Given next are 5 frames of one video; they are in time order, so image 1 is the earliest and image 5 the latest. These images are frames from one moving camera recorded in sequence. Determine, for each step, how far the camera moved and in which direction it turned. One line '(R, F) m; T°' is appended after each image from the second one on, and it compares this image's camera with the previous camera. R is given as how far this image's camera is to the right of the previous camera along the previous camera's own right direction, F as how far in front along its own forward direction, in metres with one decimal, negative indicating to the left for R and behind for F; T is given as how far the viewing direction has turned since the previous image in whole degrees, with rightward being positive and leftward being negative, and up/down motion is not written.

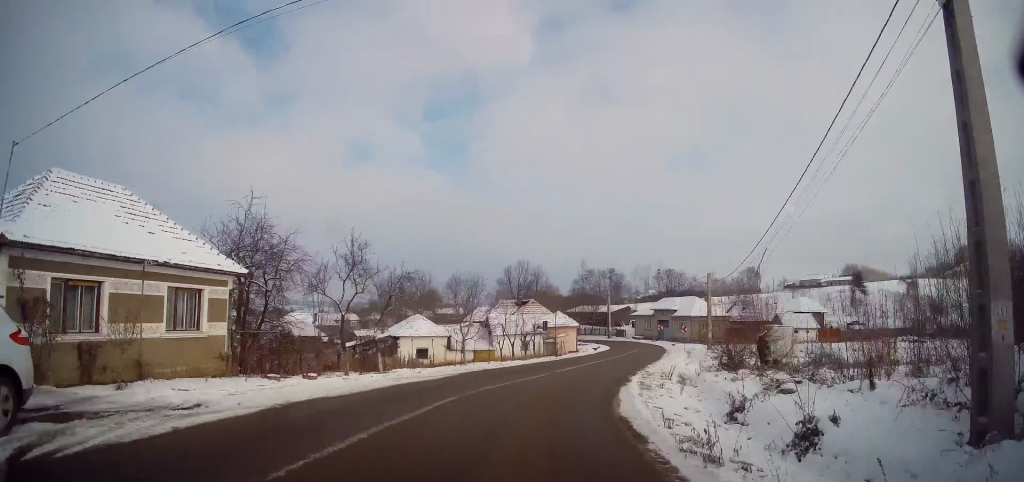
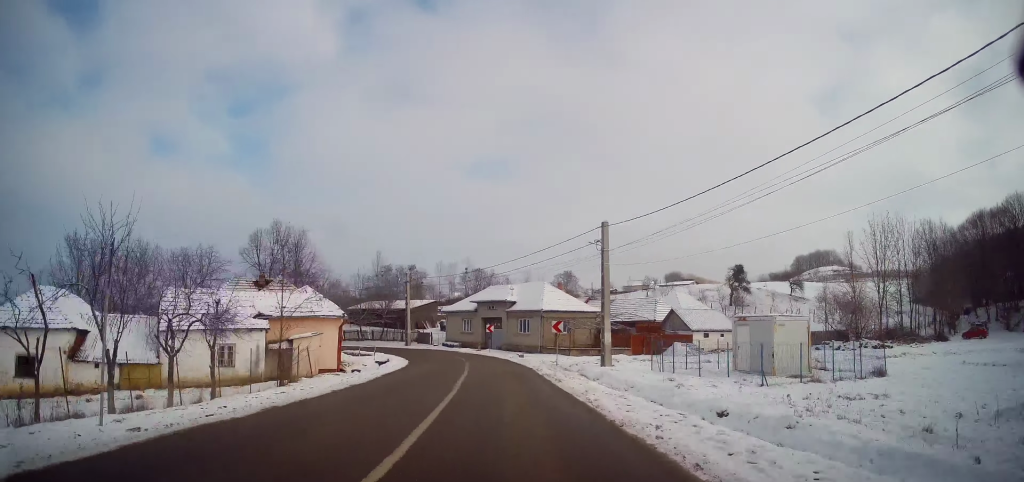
(+5.7, +28.9) m; +20°
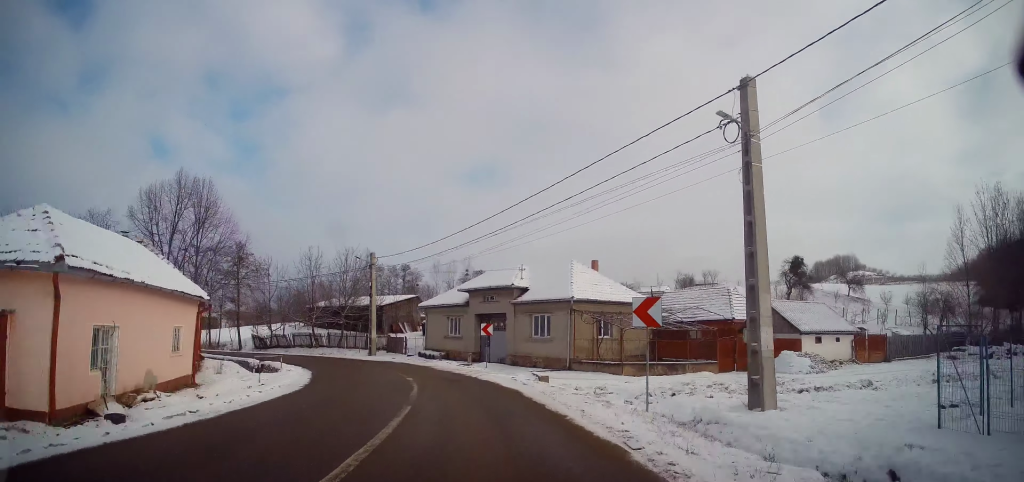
(+1.1, +18.0) m; +1°
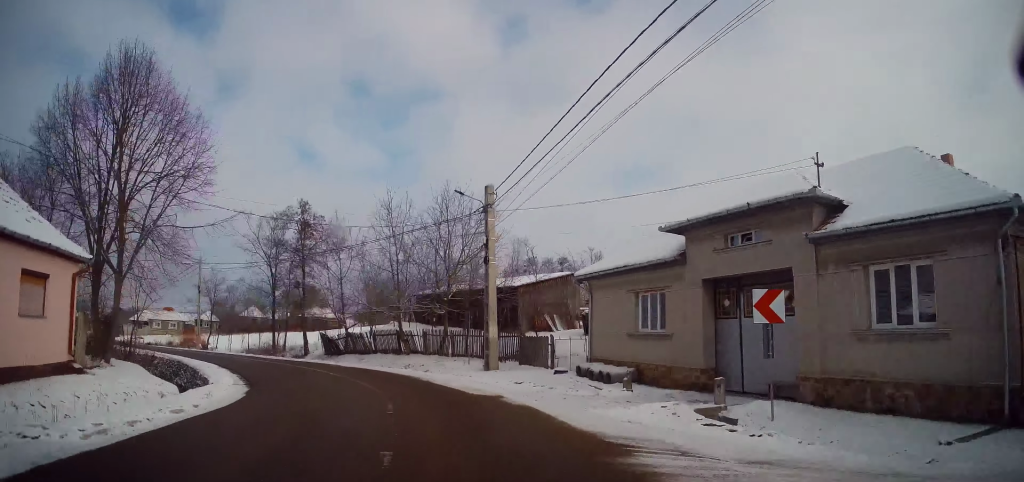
(-1.5, +20.6) m; -14°
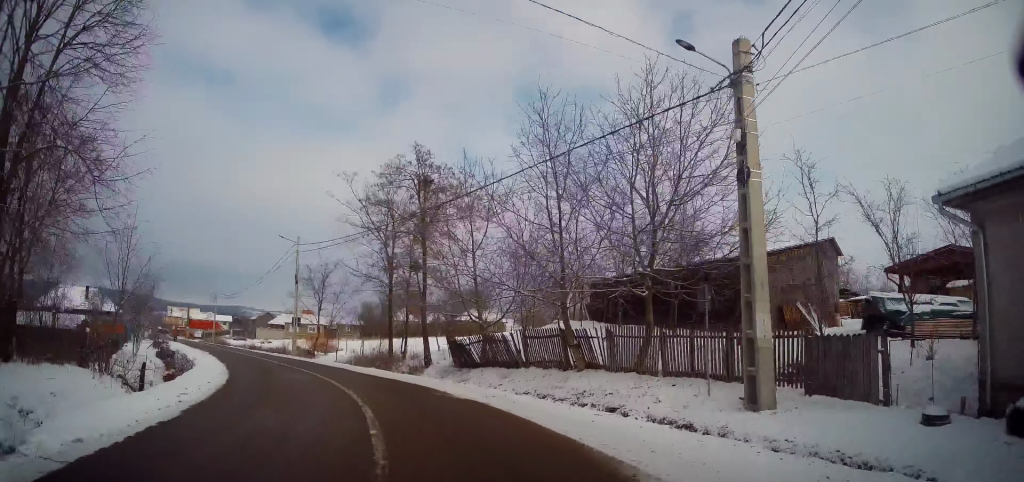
(-1.5, +13.1) m; -18°
